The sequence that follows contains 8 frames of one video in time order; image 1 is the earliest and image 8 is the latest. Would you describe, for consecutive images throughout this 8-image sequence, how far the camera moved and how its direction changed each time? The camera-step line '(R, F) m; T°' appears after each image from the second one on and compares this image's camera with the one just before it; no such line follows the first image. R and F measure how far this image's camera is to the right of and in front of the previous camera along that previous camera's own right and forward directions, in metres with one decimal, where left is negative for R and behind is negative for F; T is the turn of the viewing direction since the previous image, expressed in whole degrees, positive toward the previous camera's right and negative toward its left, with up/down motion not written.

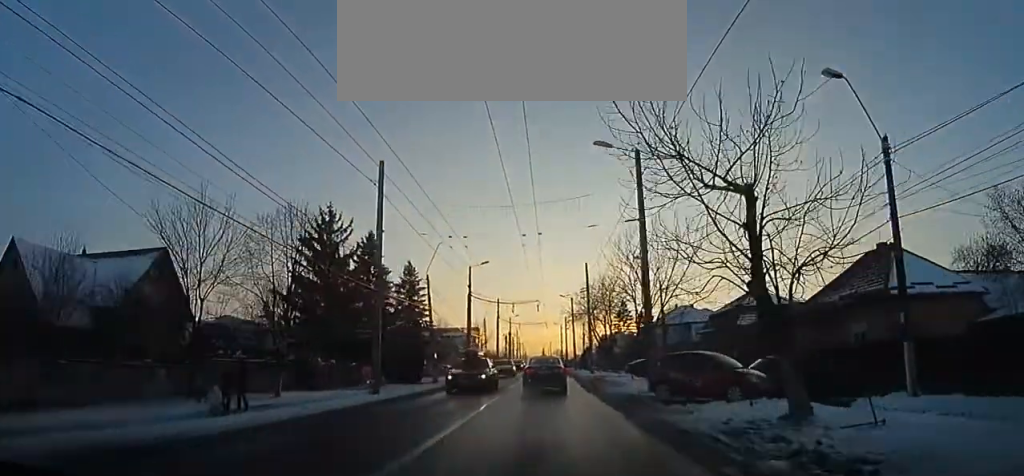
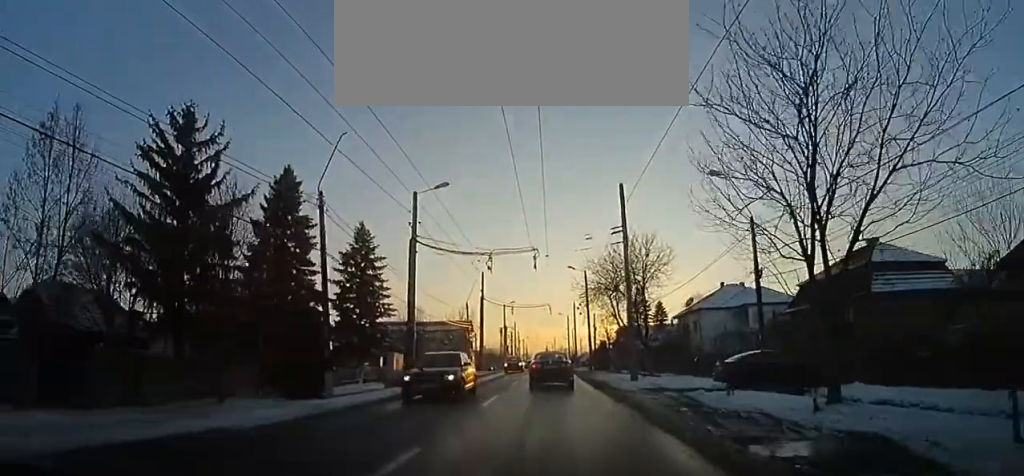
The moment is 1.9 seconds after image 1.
(+0.2, +16.9) m; 0°
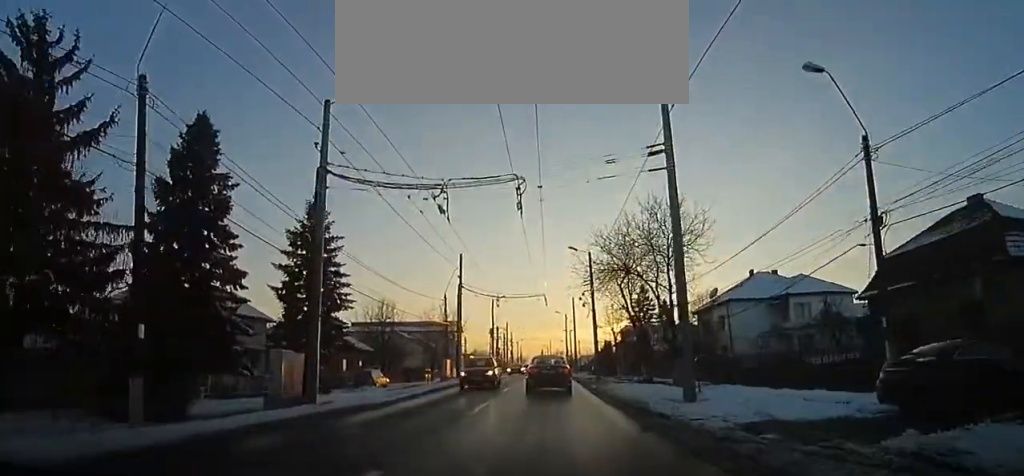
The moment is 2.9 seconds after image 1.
(-0.1, +9.2) m; 0°
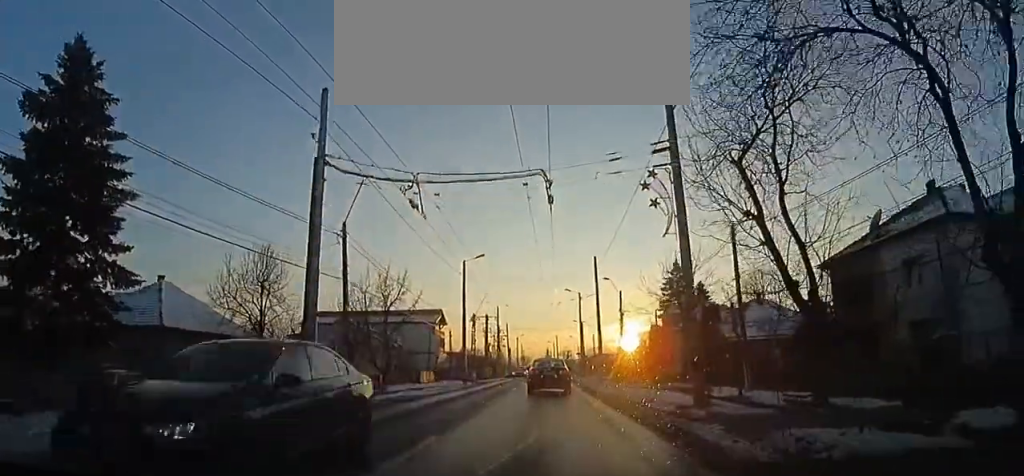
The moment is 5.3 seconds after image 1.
(-0.1, +25.4) m; 0°
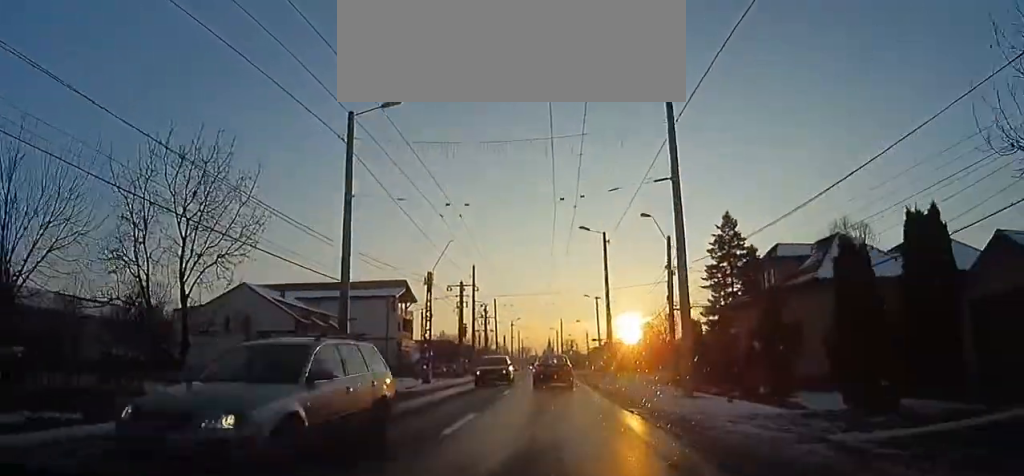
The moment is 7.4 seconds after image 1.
(0.0, +24.7) m; -1°
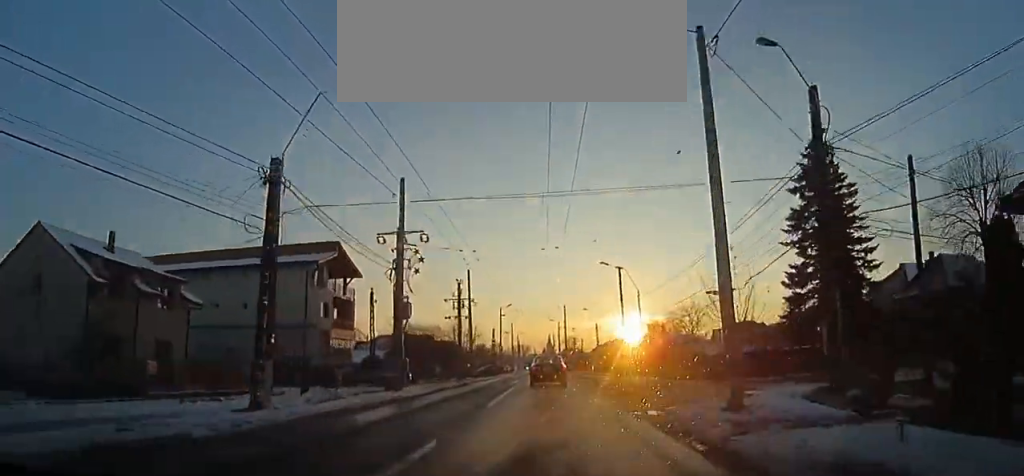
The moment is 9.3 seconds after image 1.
(-0.3, +22.9) m; -1°
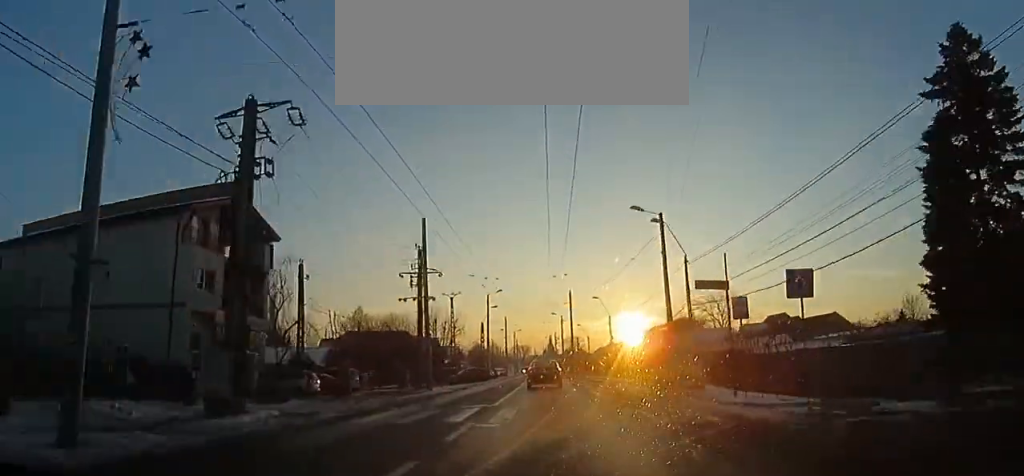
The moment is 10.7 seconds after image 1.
(0.0, +17.3) m; +1°
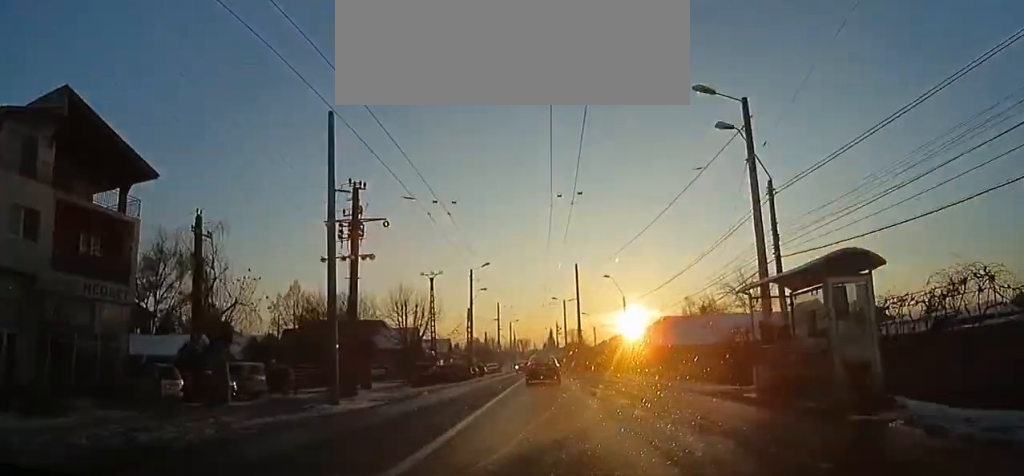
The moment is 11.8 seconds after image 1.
(-0.1, +12.8) m; +1°
